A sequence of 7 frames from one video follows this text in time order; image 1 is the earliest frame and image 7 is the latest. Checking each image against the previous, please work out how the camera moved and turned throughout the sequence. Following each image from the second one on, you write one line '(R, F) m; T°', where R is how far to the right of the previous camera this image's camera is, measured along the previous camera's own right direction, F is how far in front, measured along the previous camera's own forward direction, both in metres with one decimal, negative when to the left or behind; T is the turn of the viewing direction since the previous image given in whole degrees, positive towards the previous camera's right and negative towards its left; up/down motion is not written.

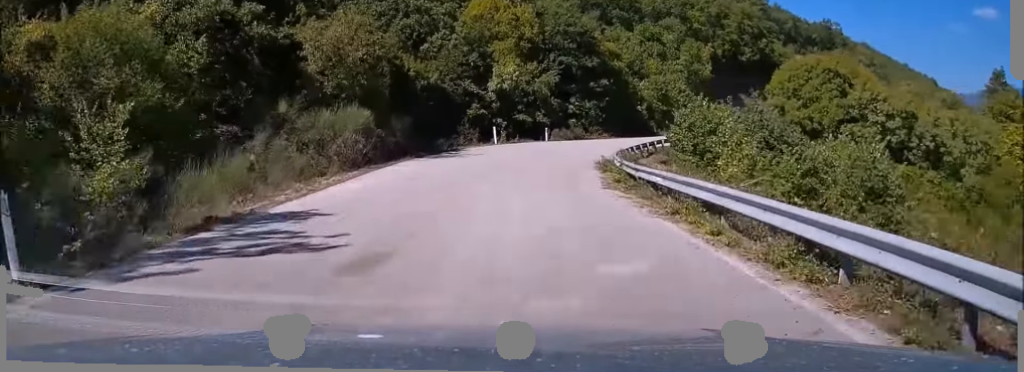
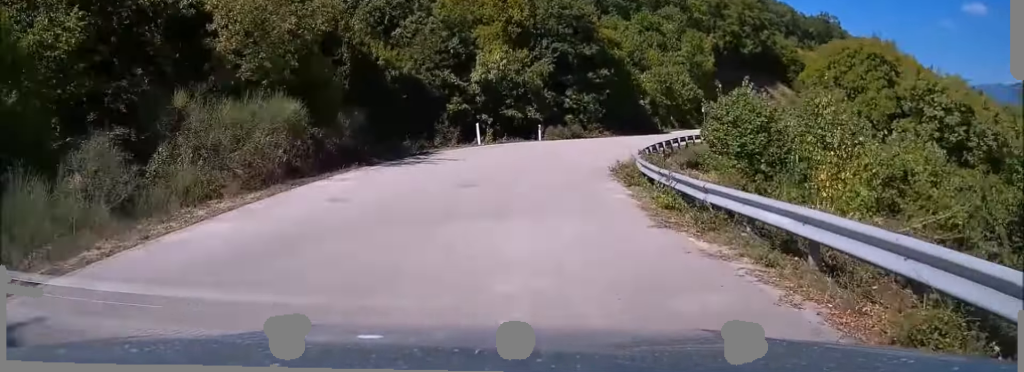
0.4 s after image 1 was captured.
(0.0, +7.6) m; +1°
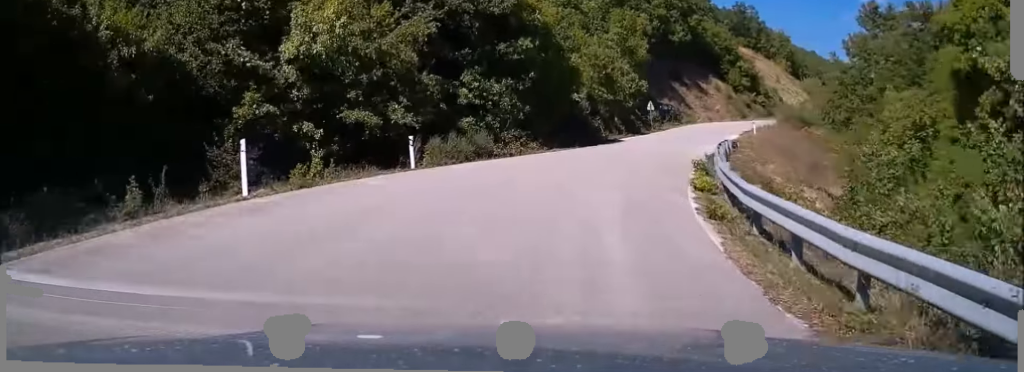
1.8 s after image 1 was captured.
(+0.8, +22.1) m; +9°
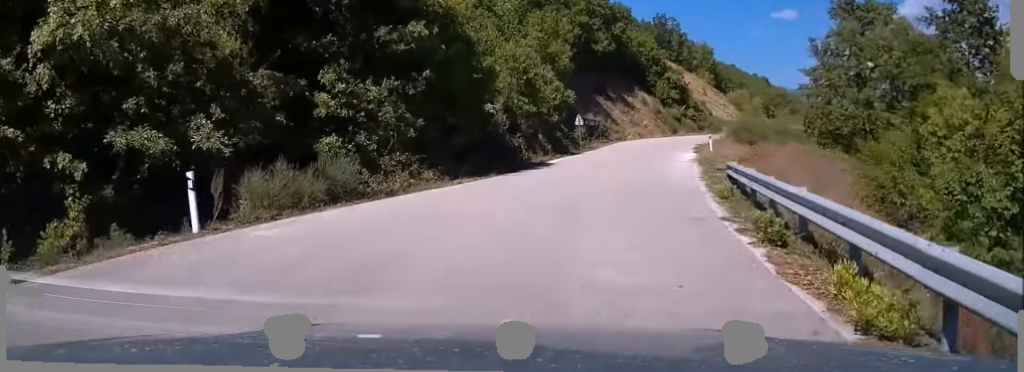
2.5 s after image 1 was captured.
(+0.7, +9.8) m; +8°
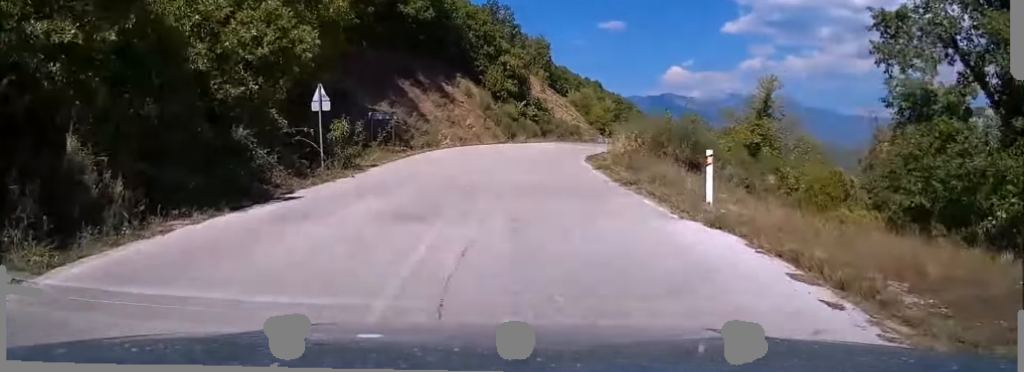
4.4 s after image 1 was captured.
(+4.5, +28.9) m; +14°
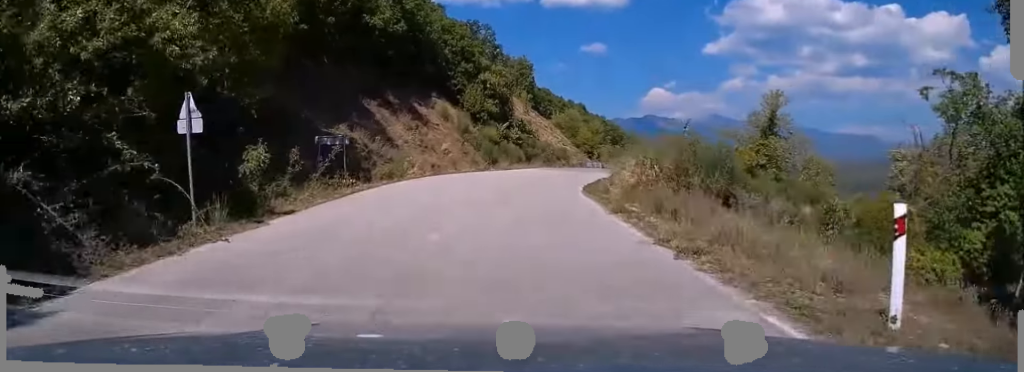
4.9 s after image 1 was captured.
(+0.1, +7.1) m; +2°
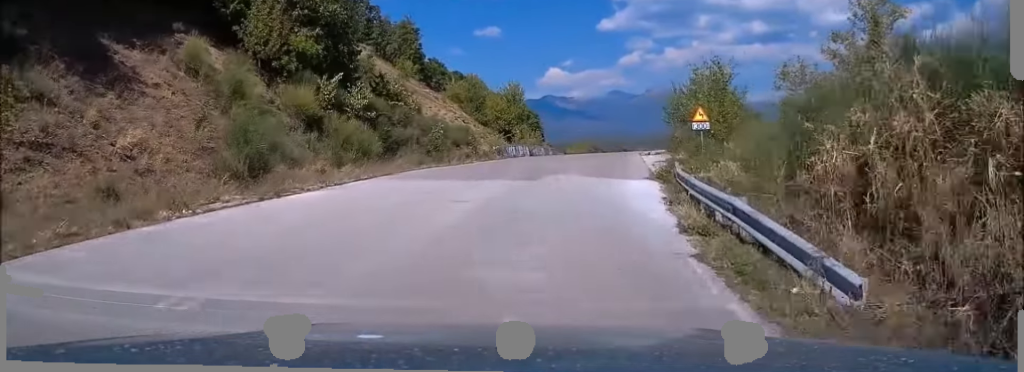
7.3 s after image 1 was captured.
(+3.1, +36.9) m; +10°
